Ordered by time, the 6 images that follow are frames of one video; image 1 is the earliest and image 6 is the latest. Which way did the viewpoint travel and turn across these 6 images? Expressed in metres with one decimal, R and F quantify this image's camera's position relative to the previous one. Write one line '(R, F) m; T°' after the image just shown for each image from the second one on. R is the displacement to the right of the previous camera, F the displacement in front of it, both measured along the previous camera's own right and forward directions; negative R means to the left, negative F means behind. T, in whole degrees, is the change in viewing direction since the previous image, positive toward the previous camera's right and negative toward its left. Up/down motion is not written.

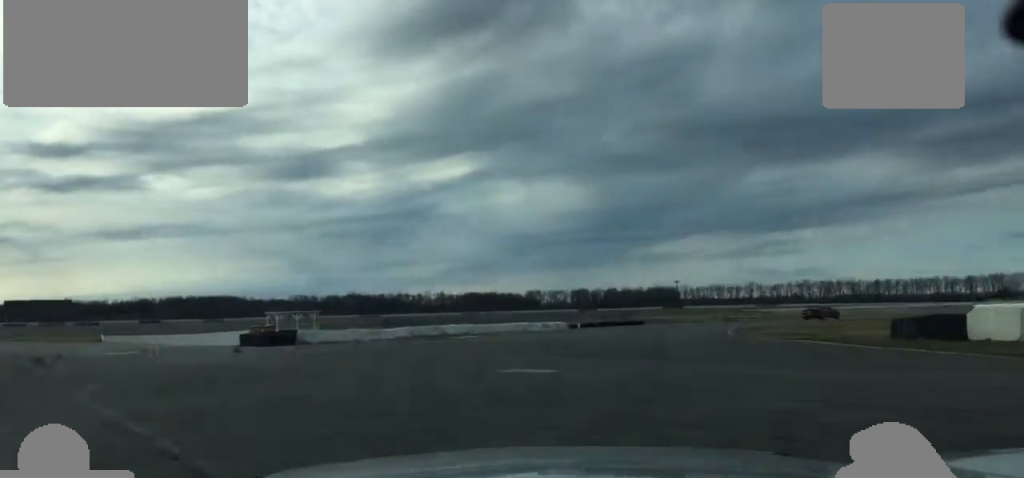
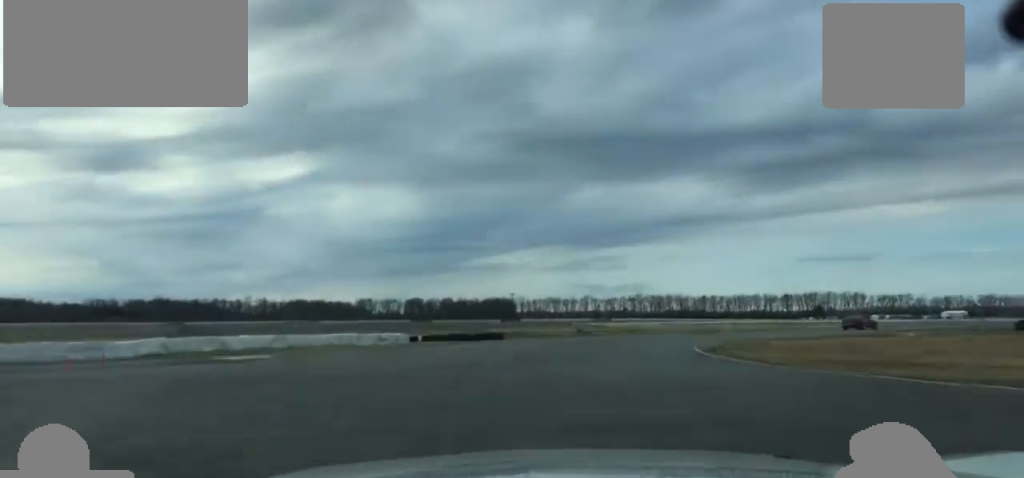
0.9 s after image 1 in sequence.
(+1.8, +21.6) m; +11°
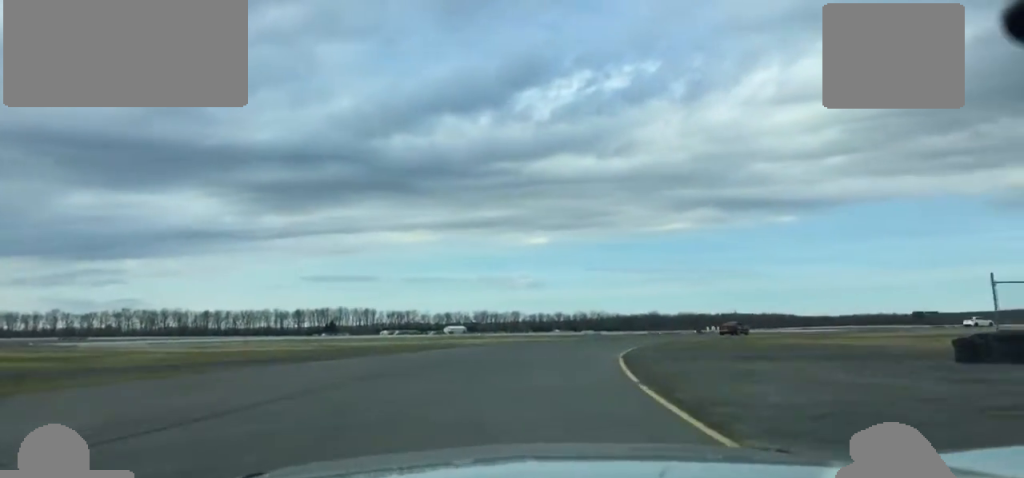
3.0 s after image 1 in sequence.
(+8.7, +49.9) m; +19°
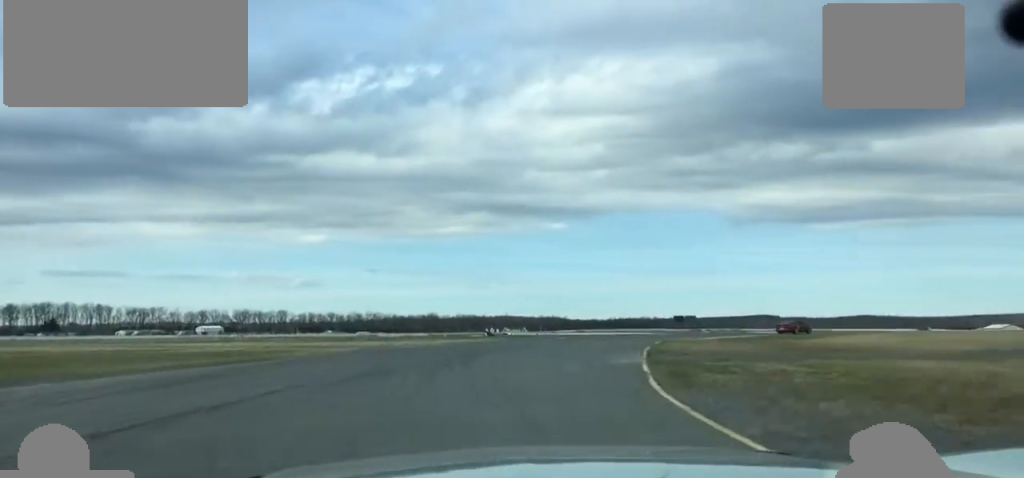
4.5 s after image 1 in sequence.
(+8.8, +37.9) m; +33°
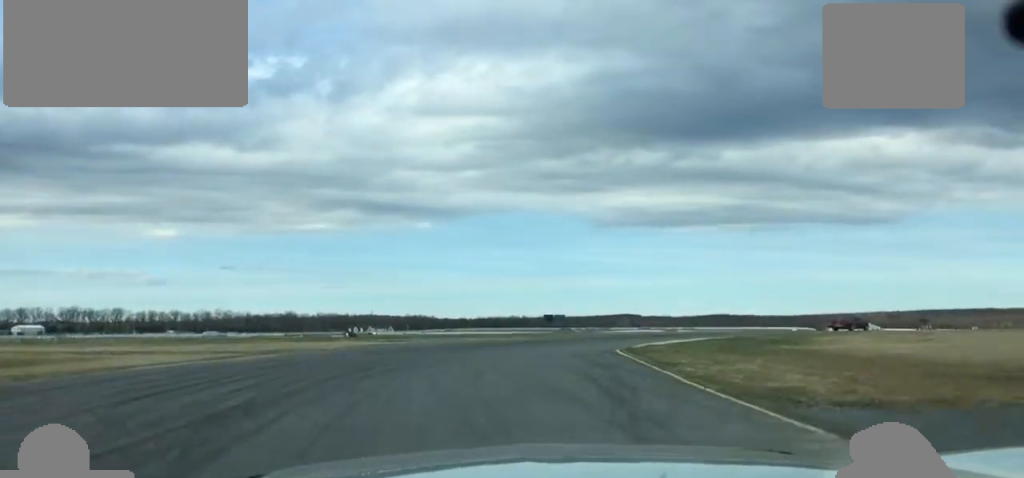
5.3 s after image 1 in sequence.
(+4.6, +22.3) m; +12°
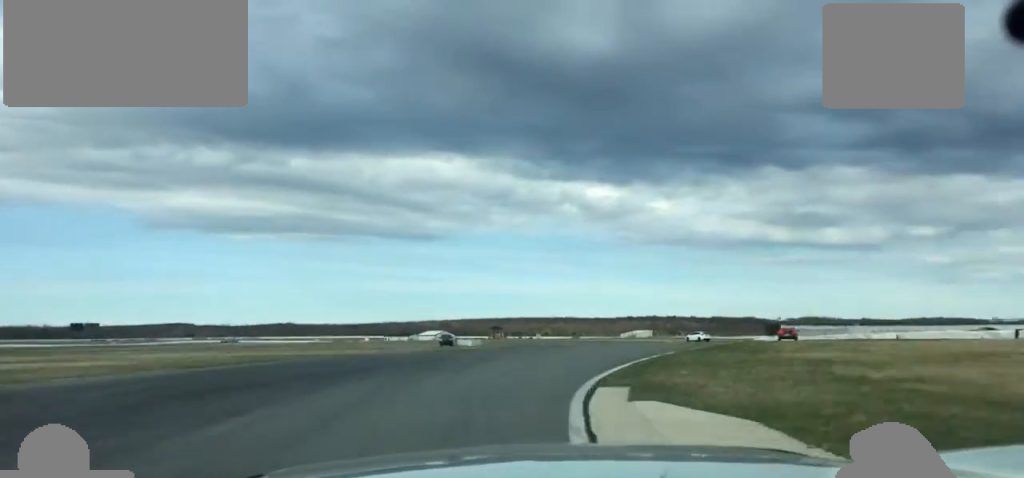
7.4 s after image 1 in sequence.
(+6.2, +55.2) m; +16°
